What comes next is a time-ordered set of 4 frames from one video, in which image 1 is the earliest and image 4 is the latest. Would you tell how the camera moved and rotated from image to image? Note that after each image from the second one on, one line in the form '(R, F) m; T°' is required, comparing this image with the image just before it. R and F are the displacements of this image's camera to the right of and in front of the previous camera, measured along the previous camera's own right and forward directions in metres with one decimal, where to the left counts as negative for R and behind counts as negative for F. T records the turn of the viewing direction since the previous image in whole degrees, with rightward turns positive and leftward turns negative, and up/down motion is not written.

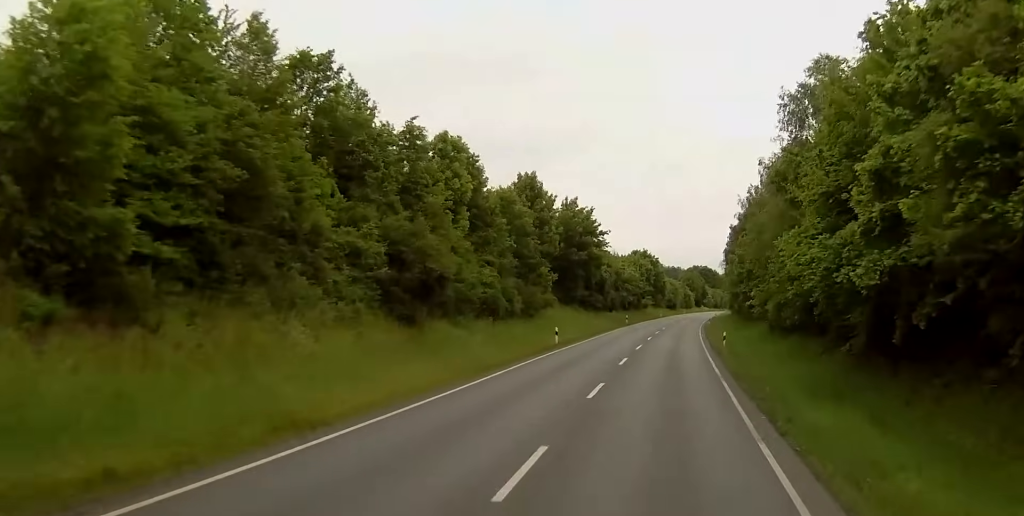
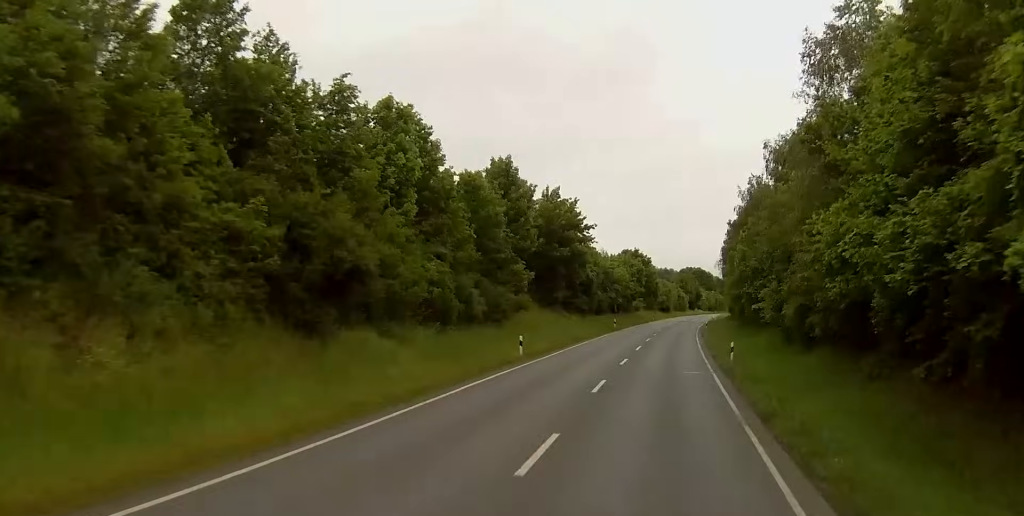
(0.0, +10.1) m; 0°
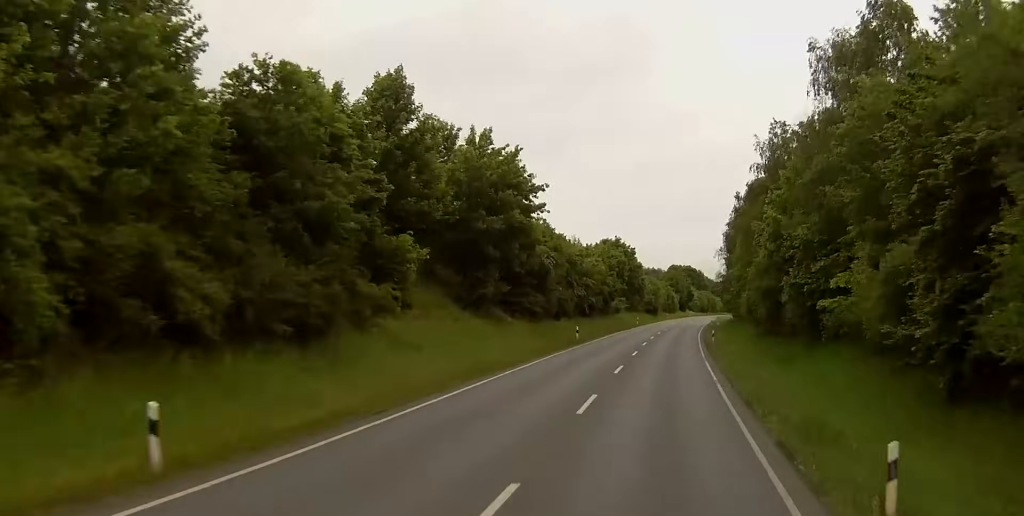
(0.0, +29.0) m; 0°
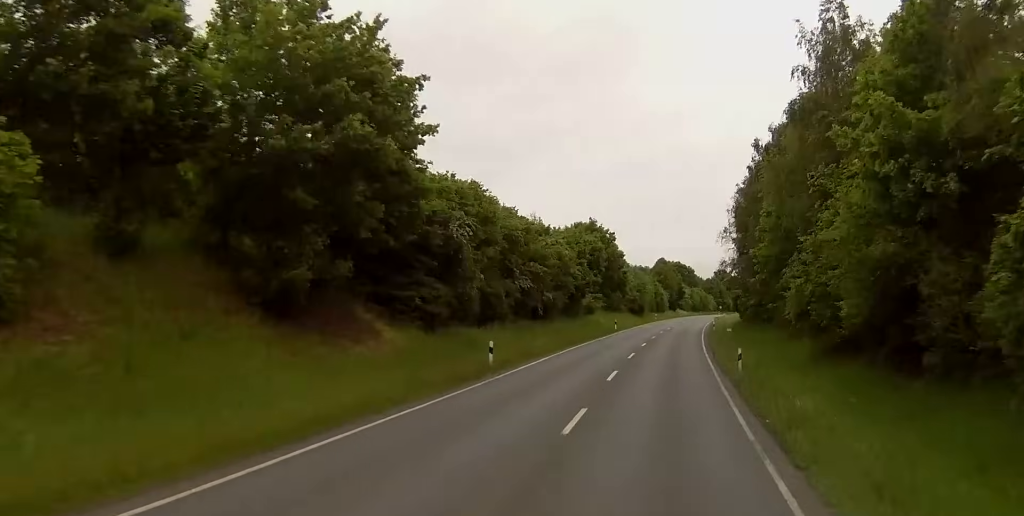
(0.0, +27.4) m; +1°
